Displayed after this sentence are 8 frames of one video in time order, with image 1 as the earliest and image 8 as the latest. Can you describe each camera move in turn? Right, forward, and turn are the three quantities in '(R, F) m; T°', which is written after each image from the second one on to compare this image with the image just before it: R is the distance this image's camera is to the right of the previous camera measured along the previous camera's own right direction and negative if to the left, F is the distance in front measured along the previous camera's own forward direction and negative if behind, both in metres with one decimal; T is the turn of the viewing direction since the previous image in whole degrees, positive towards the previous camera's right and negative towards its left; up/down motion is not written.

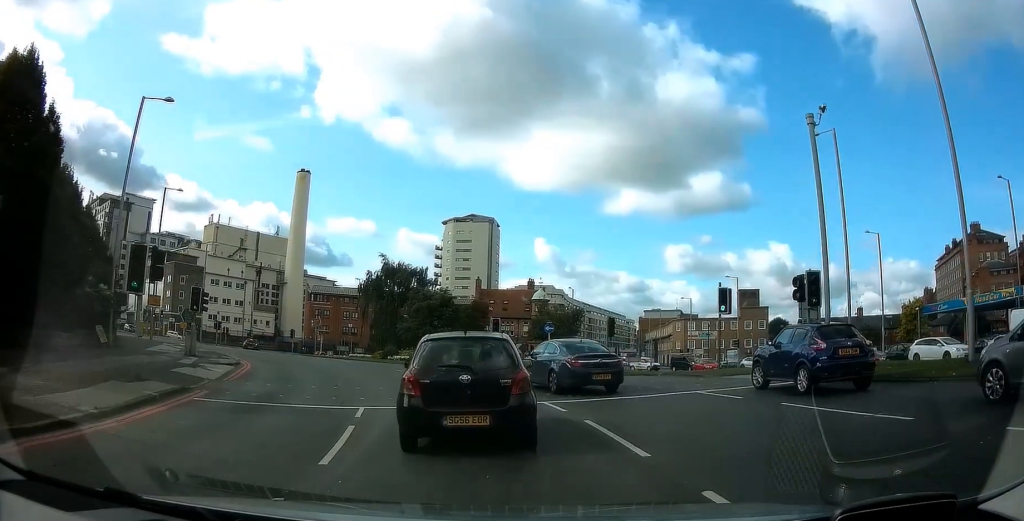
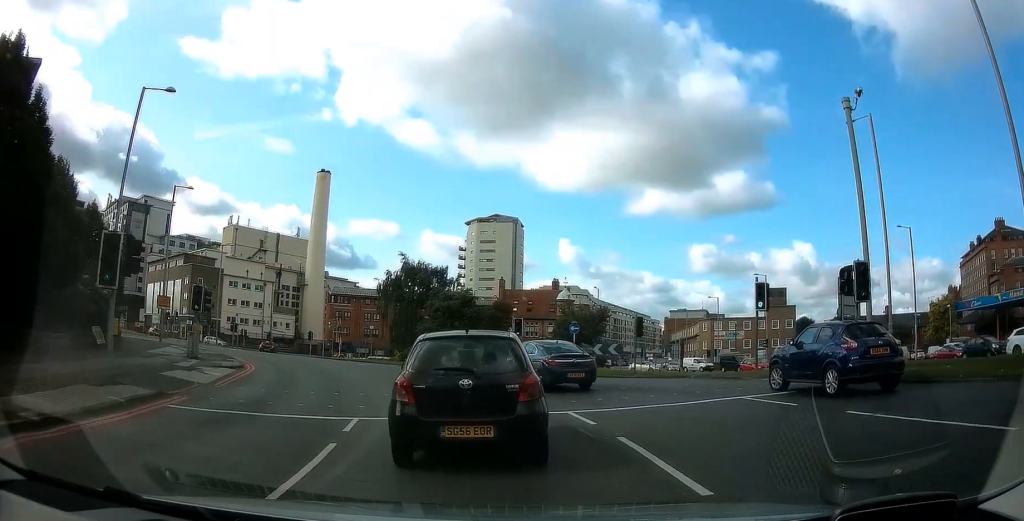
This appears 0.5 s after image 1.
(-0.1, +2.8) m; -5°
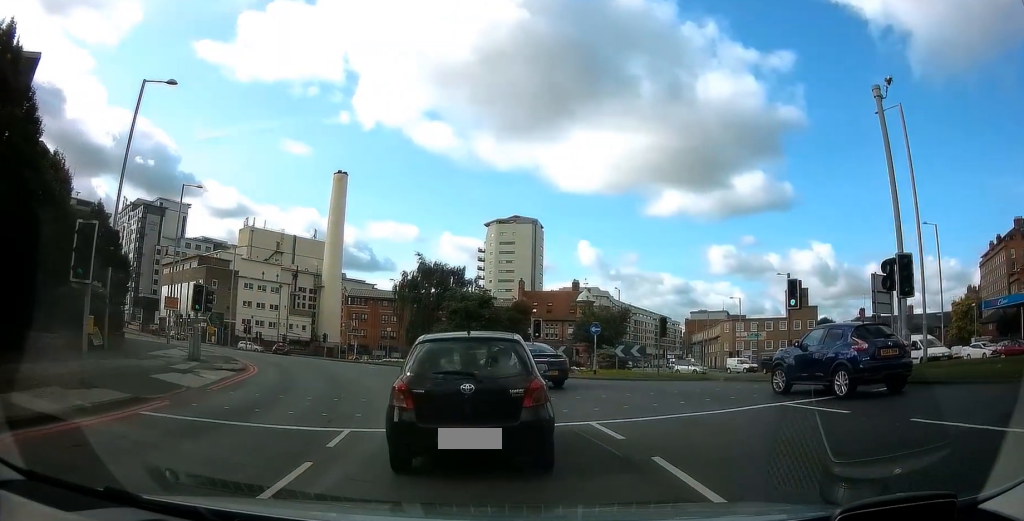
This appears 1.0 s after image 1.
(-0.2, +2.1) m; -4°
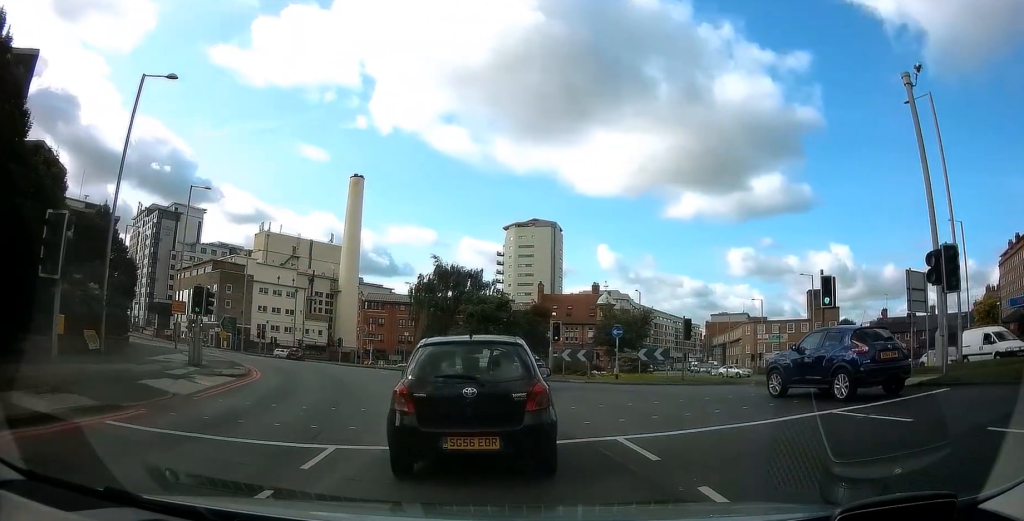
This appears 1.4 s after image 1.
(-0.1, +1.9) m; -4°
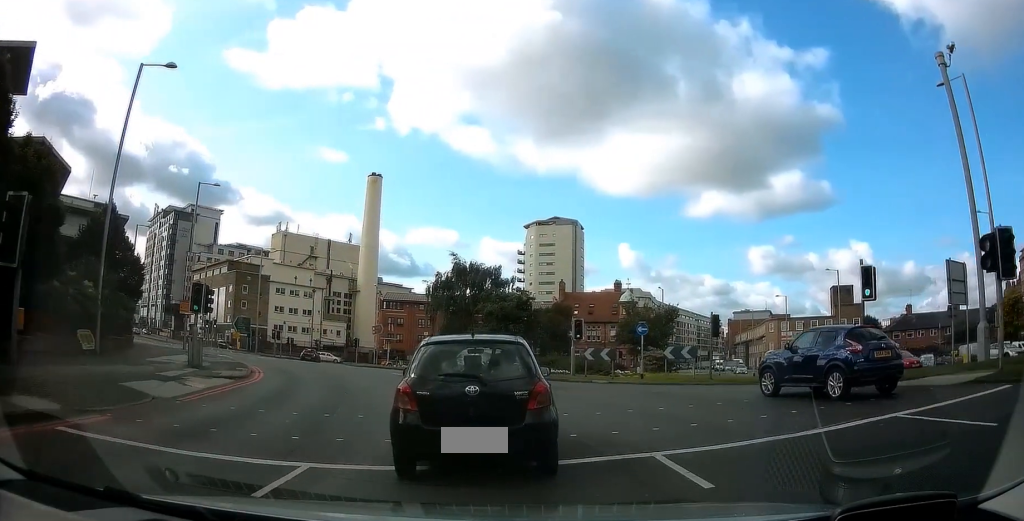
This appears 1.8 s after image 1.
(-0.1, +1.9) m; -3°
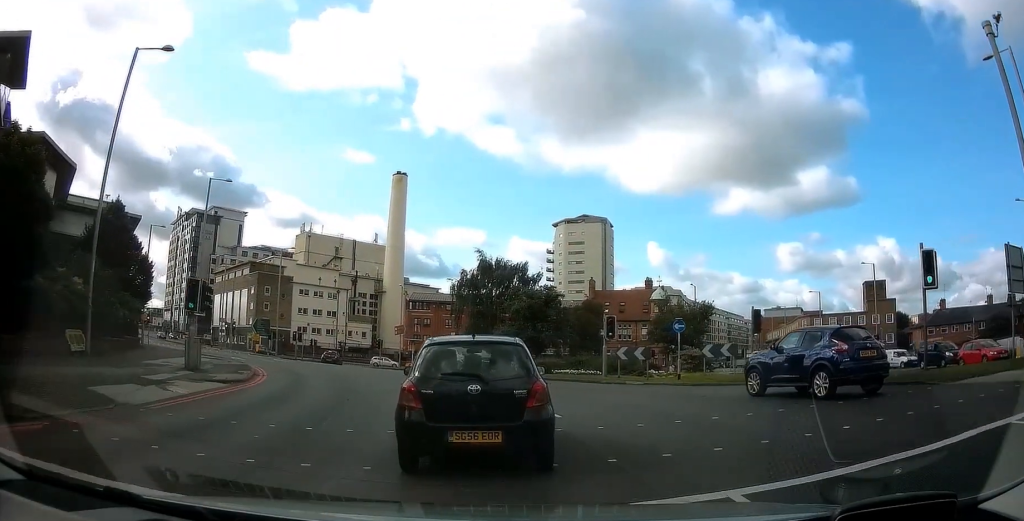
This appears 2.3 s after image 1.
(0.0, +2.4) m; -4°
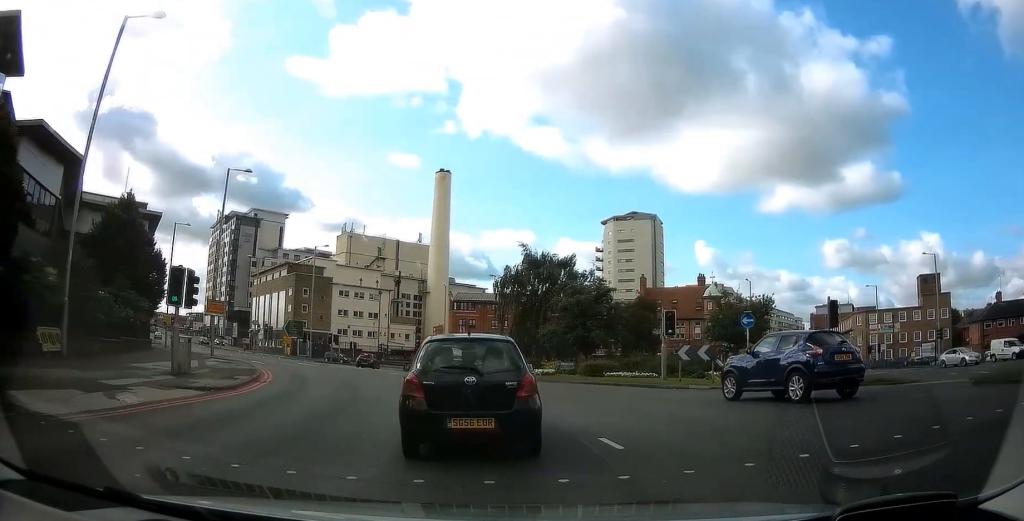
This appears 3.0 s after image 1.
(-0.3, +4.0) m; -2°
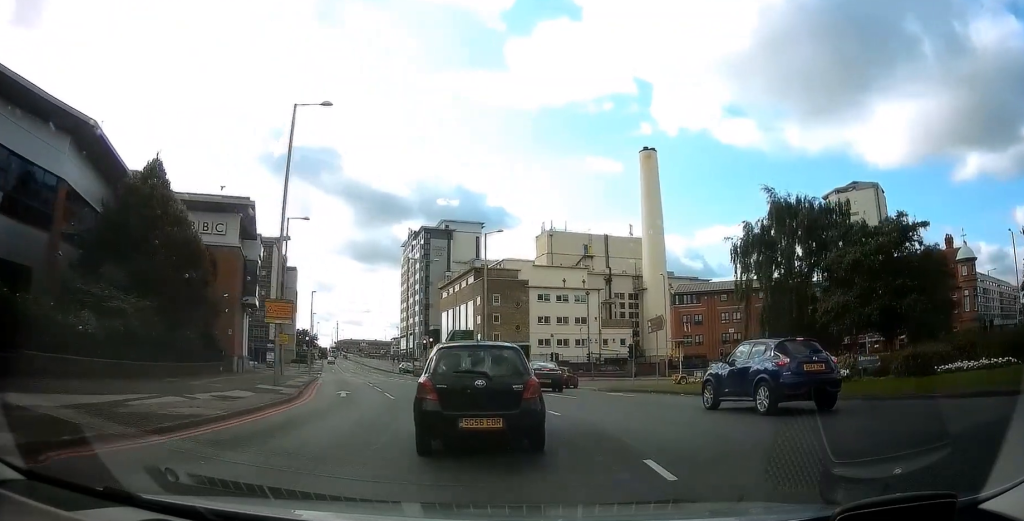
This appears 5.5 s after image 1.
(-2.0, +16.7) m; -17°
